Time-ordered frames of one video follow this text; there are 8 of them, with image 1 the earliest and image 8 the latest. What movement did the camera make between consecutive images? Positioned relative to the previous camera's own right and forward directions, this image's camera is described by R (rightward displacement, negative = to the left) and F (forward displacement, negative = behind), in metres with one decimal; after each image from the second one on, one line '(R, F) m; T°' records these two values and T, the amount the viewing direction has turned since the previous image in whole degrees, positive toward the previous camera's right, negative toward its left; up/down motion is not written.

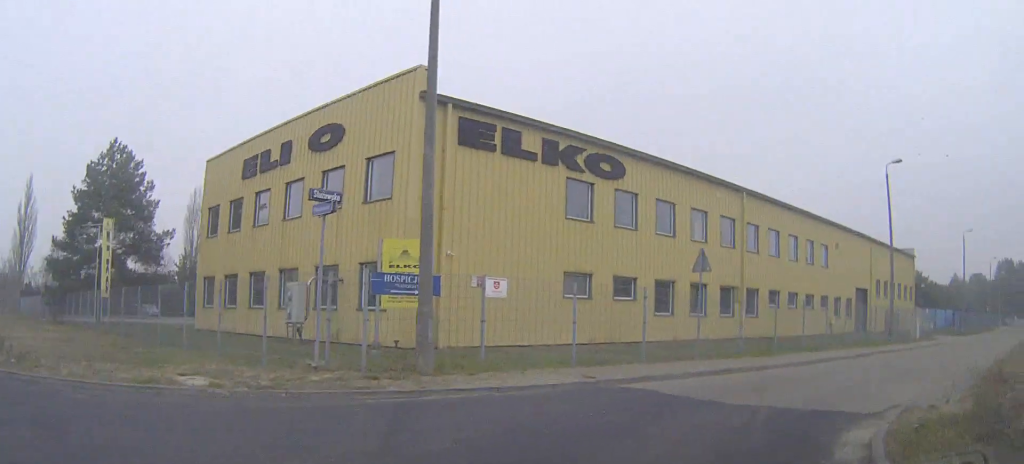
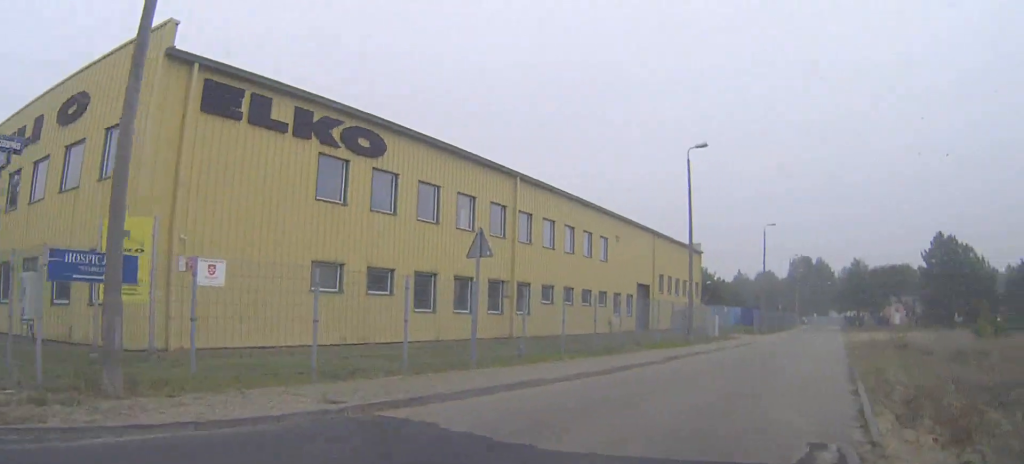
(+0.5, +3.4) m; +16°
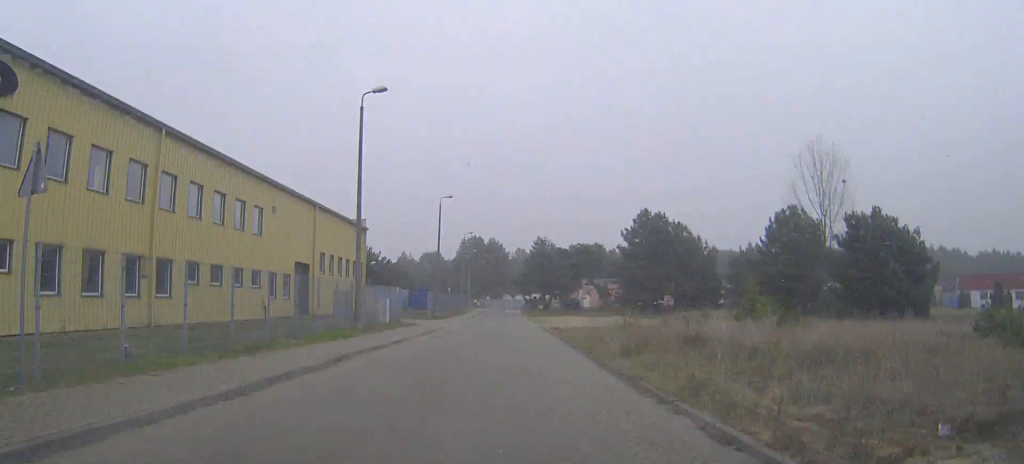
(+1.3, +6.3) m; +19°
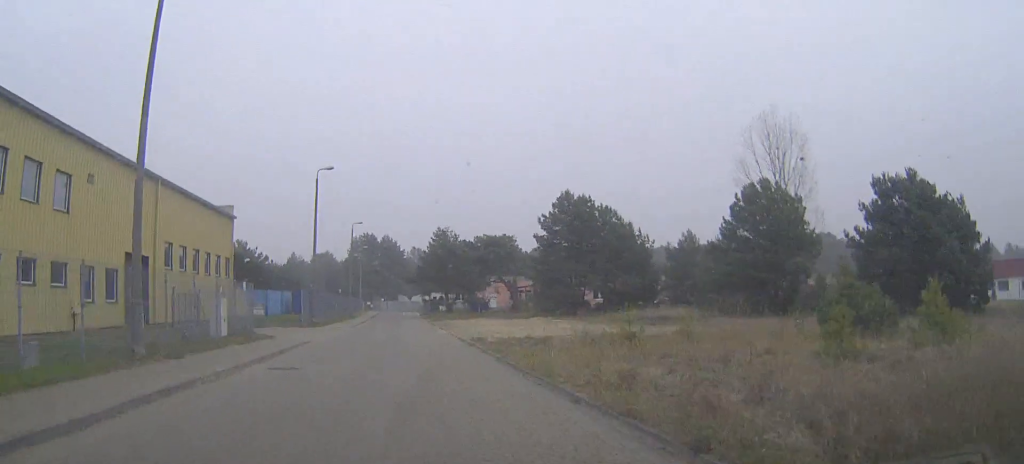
(+1.1, +13.8) m; +5°
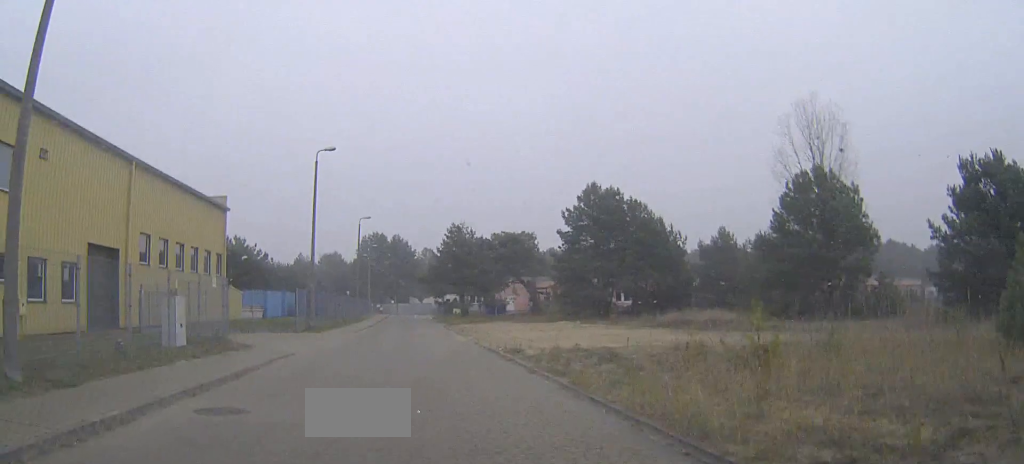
(0.0, +6.2) m; +3°
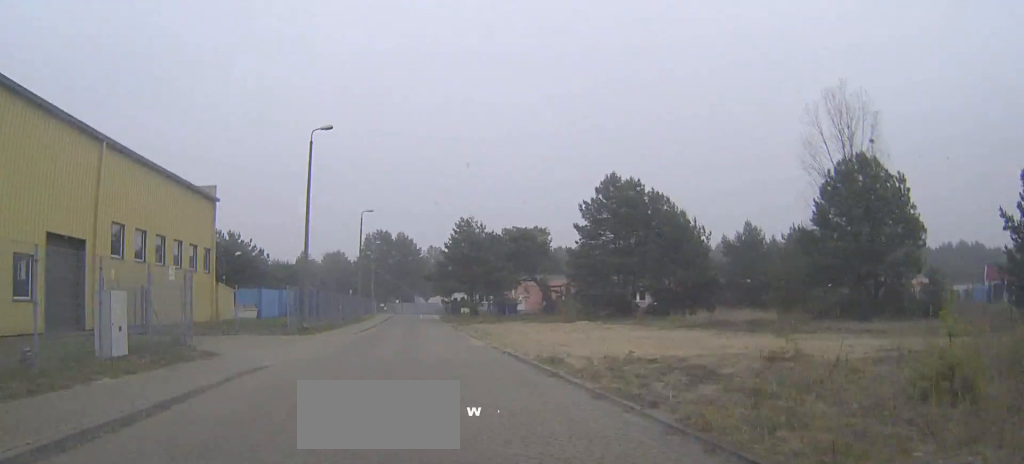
(+0.3, +4.7) m; +2°
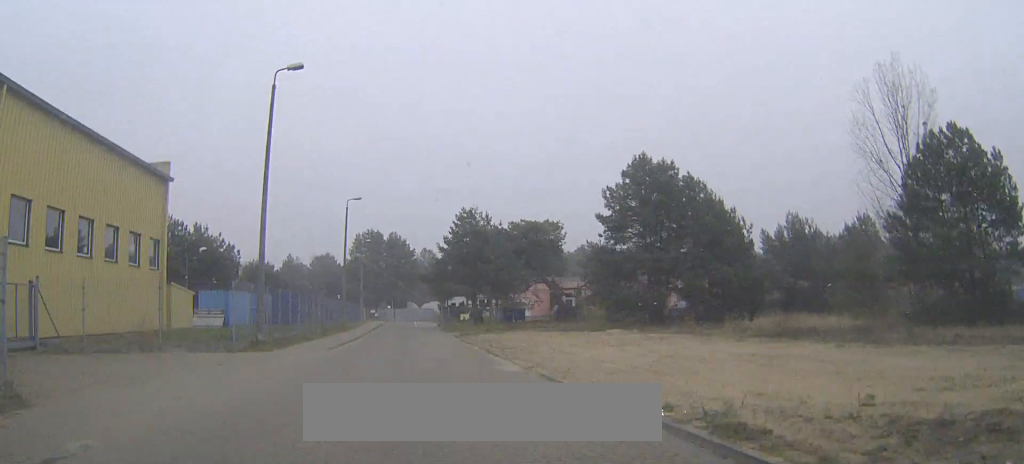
(-0.2, +9.5) m; 0°
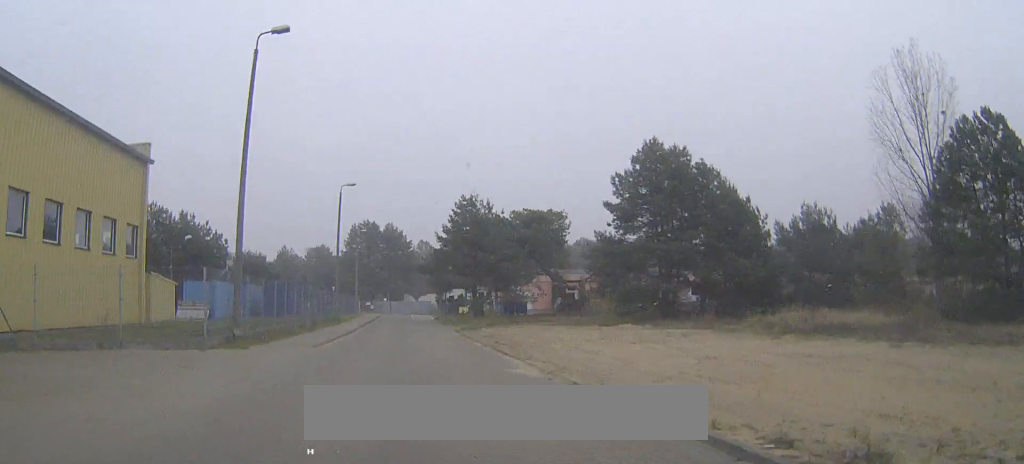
(0.0, +3.2) m; +1°
